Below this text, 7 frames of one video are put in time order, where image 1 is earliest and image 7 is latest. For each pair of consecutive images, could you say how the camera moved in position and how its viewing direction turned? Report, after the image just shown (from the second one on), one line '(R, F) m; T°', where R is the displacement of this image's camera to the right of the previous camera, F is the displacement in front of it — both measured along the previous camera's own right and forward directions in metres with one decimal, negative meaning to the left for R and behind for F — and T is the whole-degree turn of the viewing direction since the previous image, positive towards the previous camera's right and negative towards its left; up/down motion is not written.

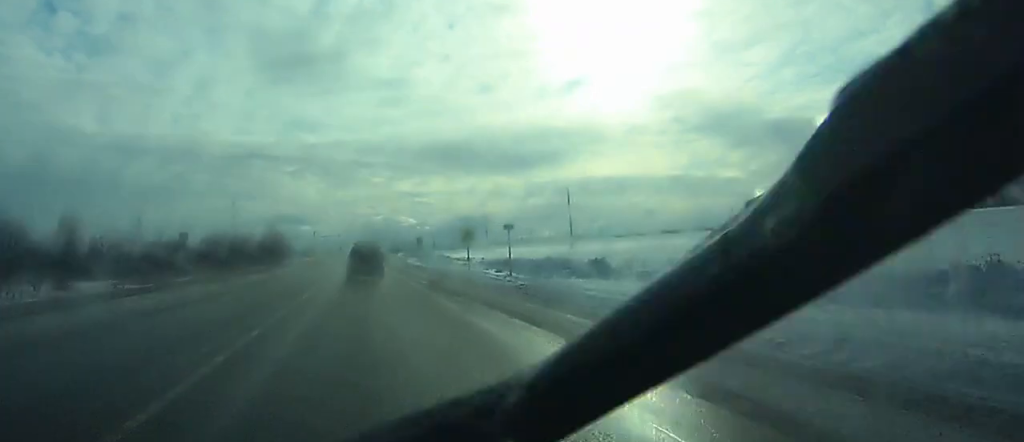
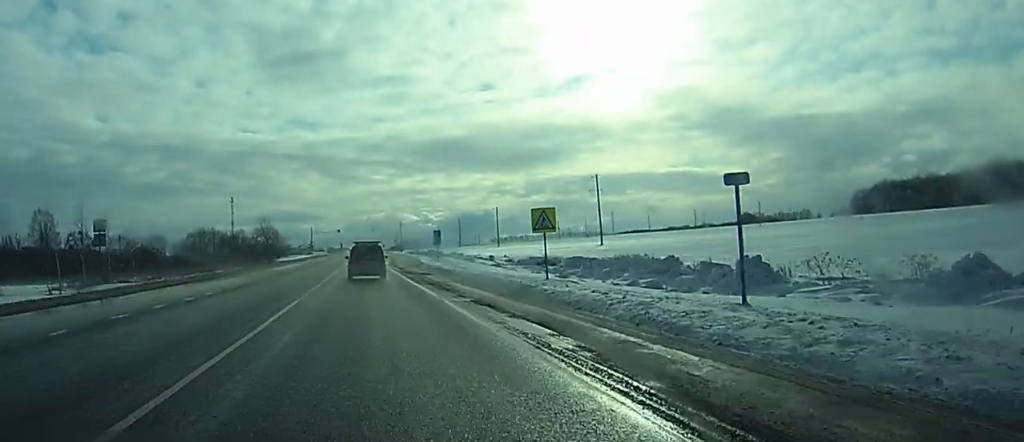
(0.0, +23.2) m; 0°
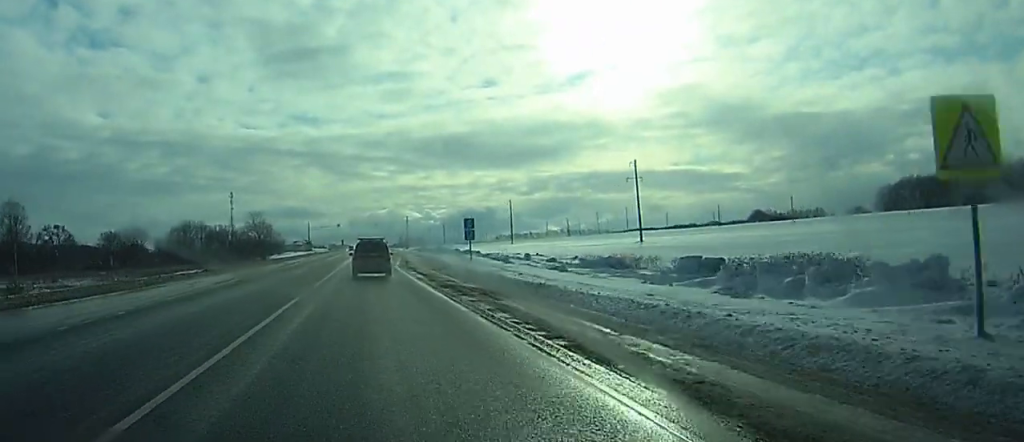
(-0.1, +23.7) m; -1°
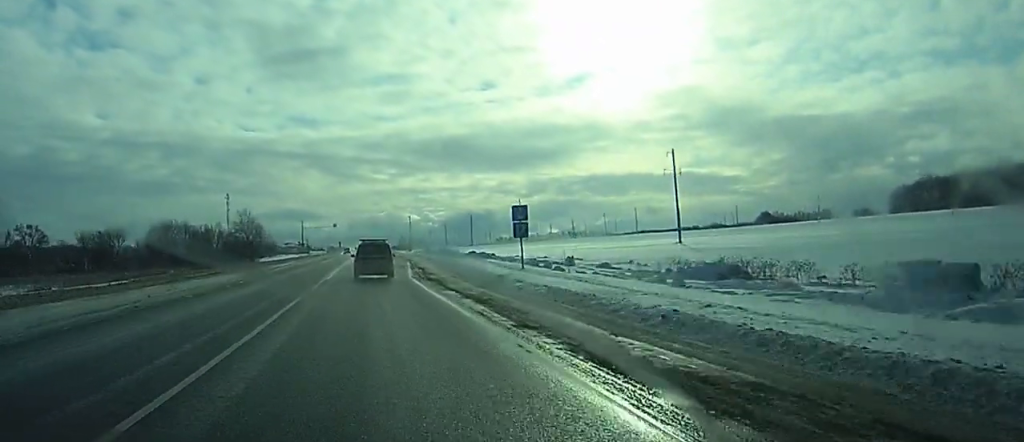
(-0.1, +19.7) m; 0°
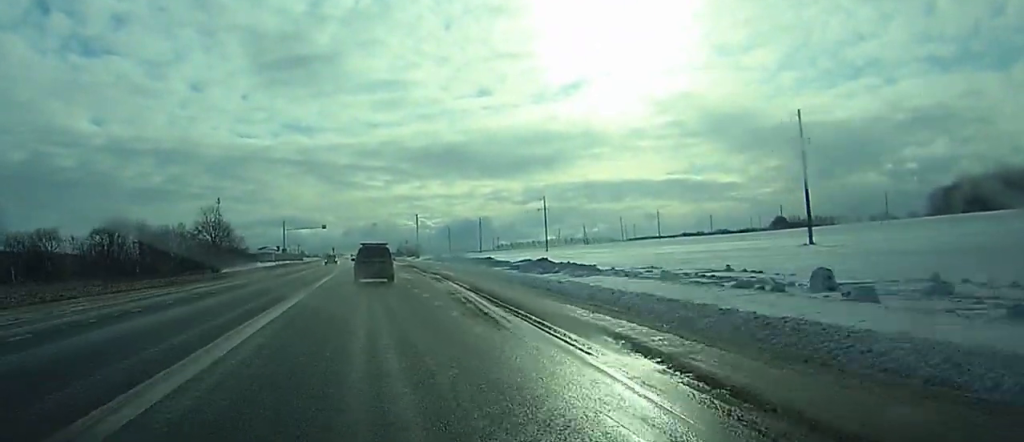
(+0.1, +41.8) m; 0°
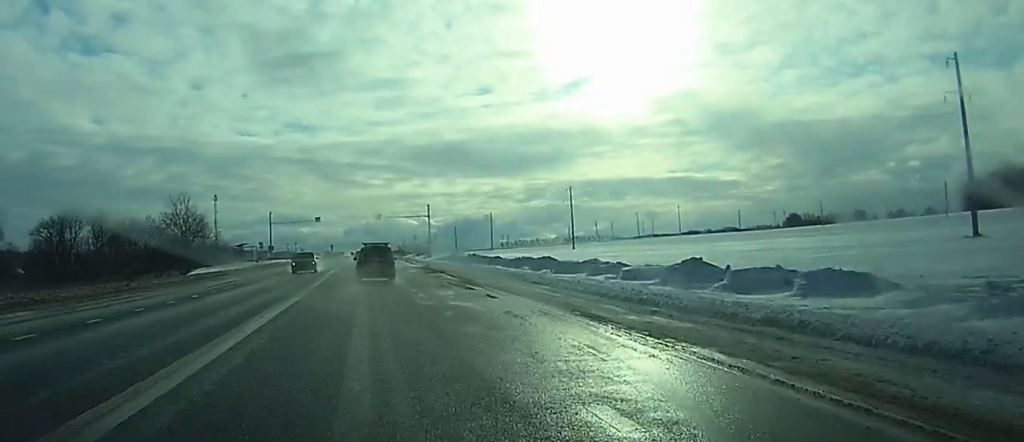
(0.0, +27.5) m; 0°
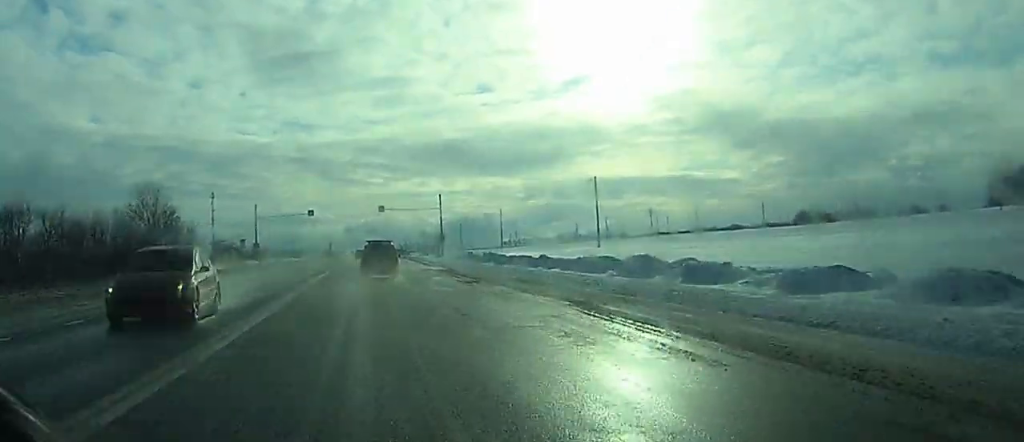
(0.0, +20.9) m; 0°
